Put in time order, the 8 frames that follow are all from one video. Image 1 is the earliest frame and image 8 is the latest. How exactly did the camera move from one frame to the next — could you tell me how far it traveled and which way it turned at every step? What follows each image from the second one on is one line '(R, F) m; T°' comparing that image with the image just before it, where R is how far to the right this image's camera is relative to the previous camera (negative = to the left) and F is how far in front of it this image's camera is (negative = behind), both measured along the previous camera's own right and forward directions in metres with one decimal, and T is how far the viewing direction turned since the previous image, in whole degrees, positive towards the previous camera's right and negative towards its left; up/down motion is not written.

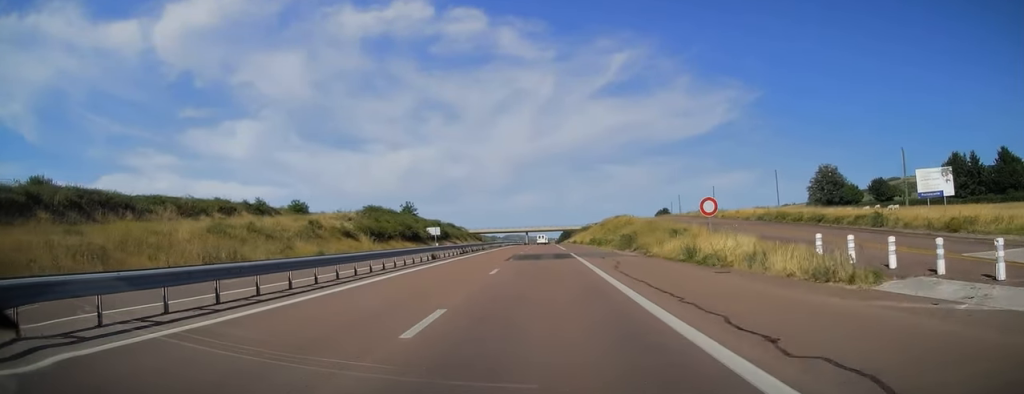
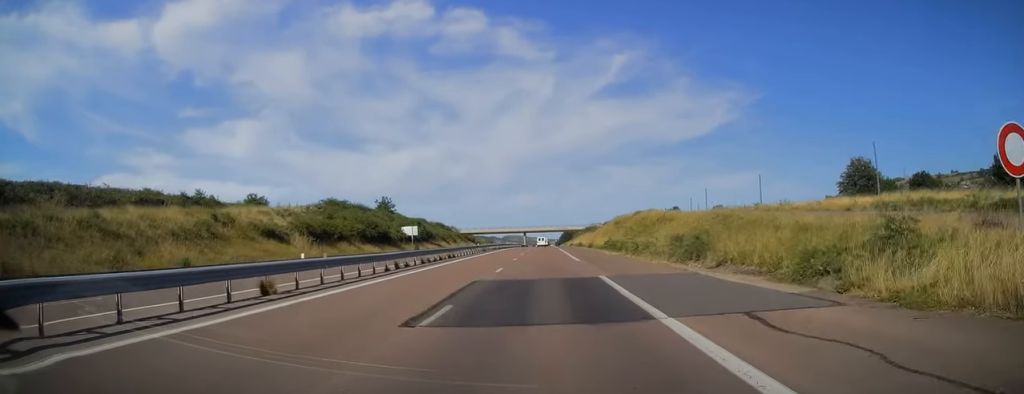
(+0.1, +23.4) m; 0°
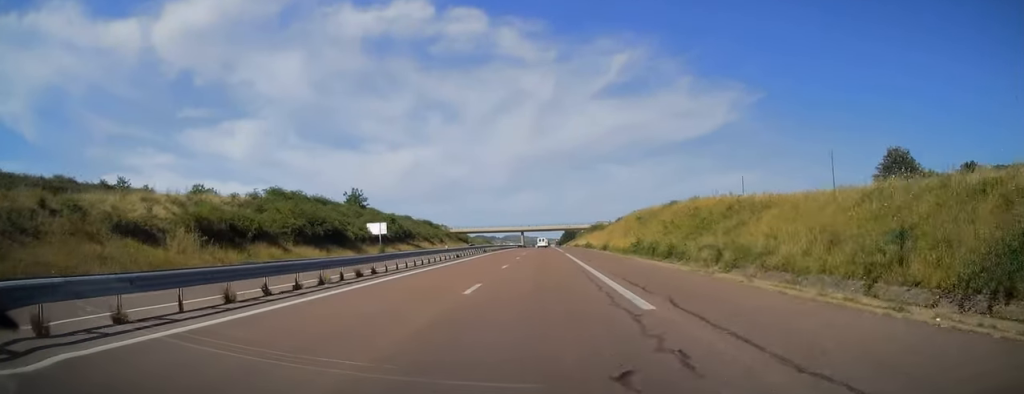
(0.0, +22.0) m; 0°
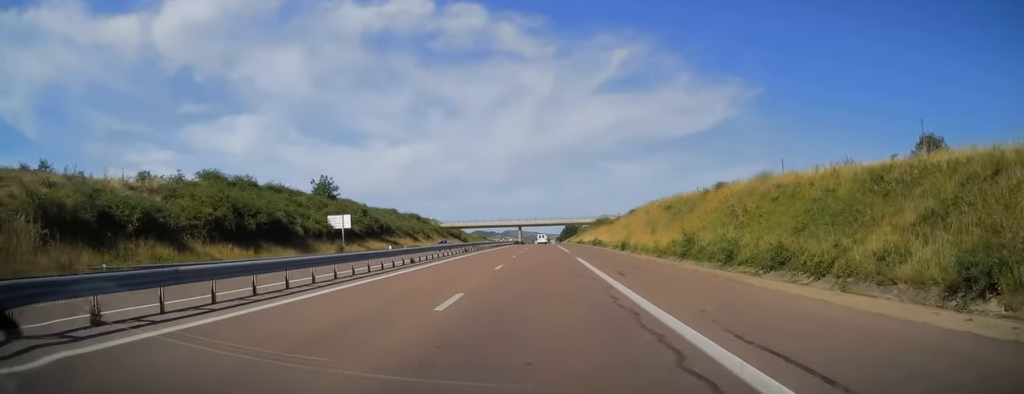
(-0.1, +16.6) m; 0°
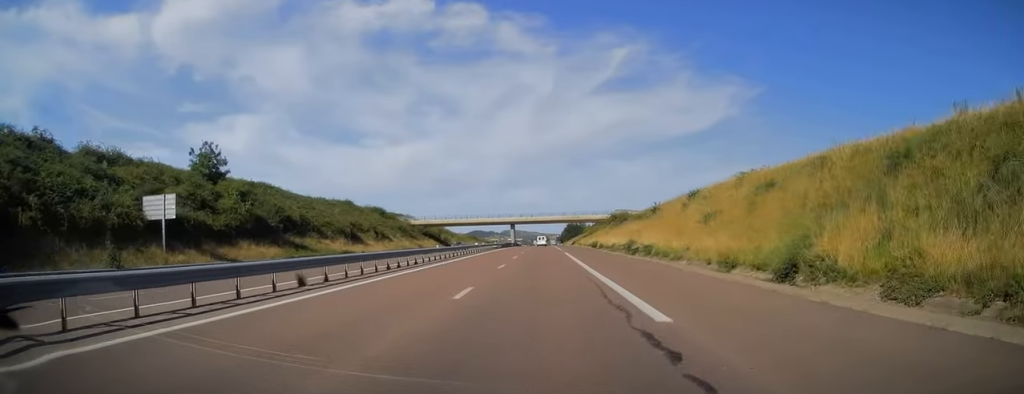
(+0.1, +36.7) m; +1°
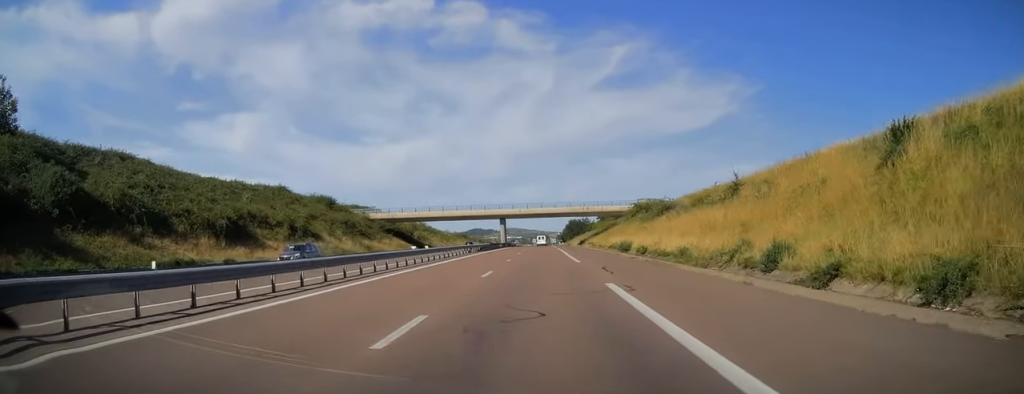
(+0.3, +31.8) m; 0°
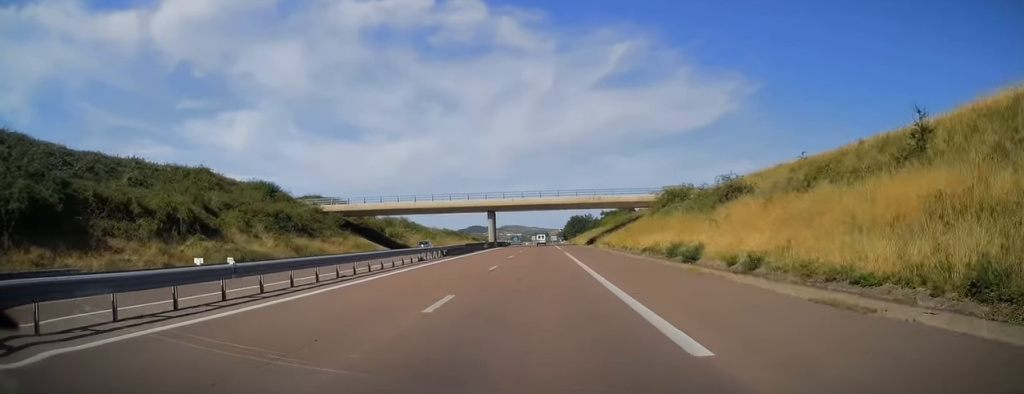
(-0.3, +22.6) m; 0°
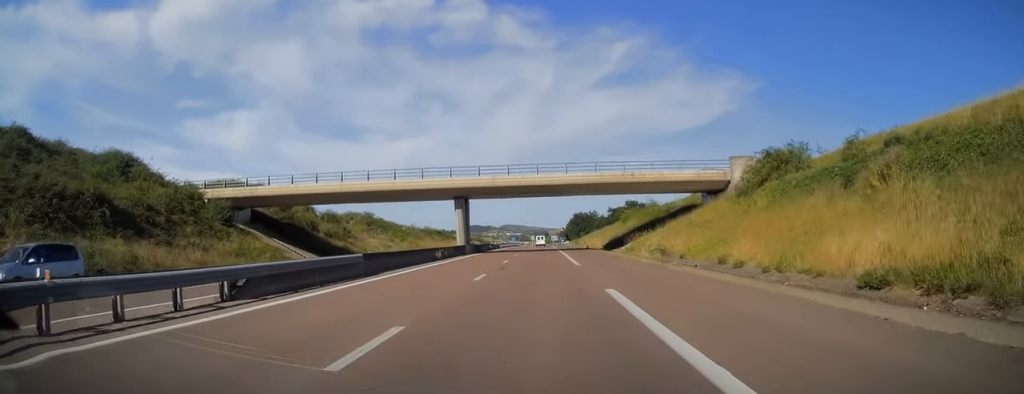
(+0.4, +30.5) m; 0°
